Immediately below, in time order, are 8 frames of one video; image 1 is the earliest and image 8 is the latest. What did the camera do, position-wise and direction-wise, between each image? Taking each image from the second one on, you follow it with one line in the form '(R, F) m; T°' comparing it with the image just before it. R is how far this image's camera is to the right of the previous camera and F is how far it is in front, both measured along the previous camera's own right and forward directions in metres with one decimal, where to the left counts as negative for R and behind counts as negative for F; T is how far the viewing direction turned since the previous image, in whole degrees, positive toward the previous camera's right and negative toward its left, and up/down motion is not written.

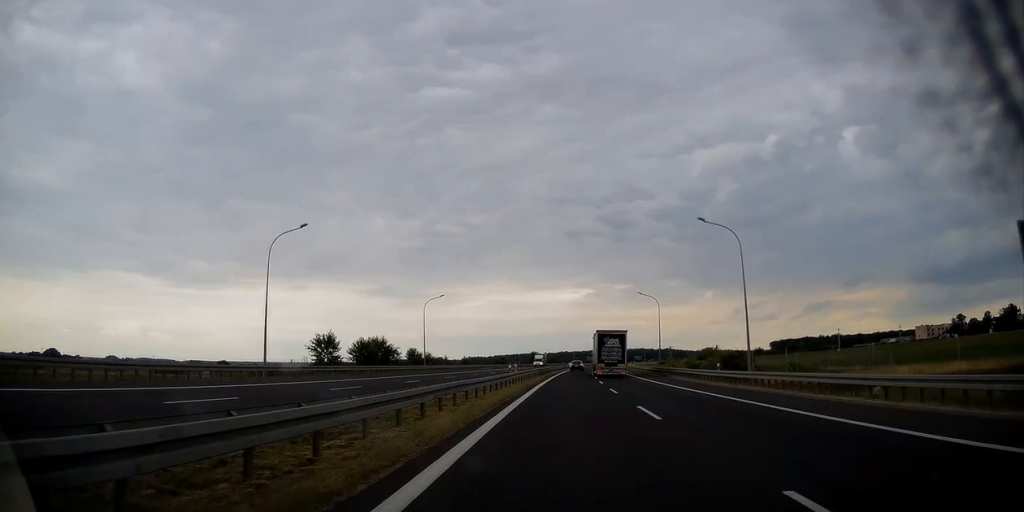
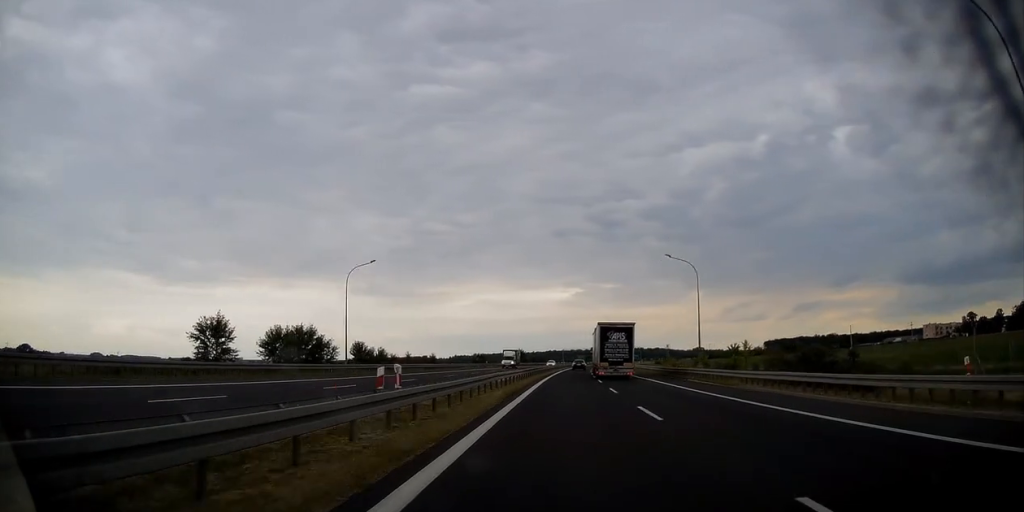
(+0.4, +24.7) m; +1°
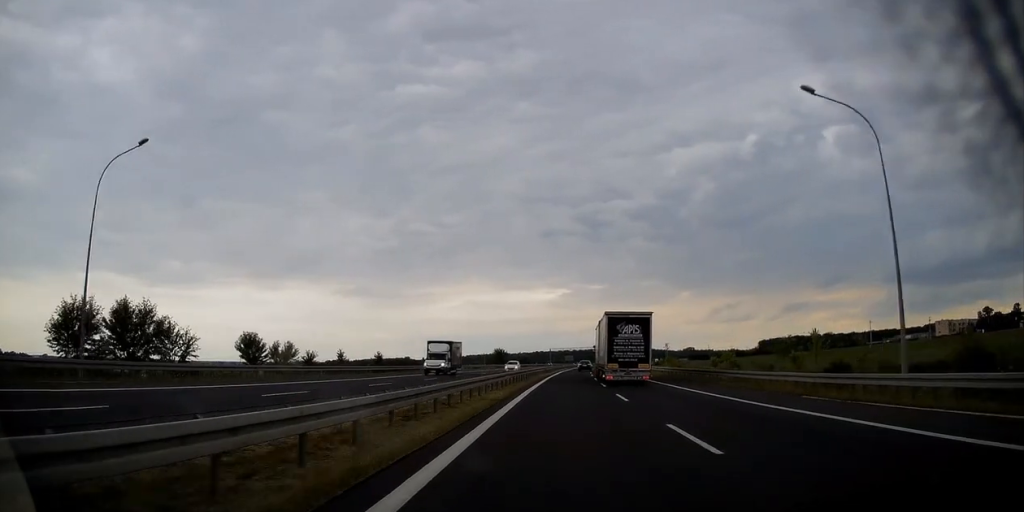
(+0.4, +30.8) m; +1°
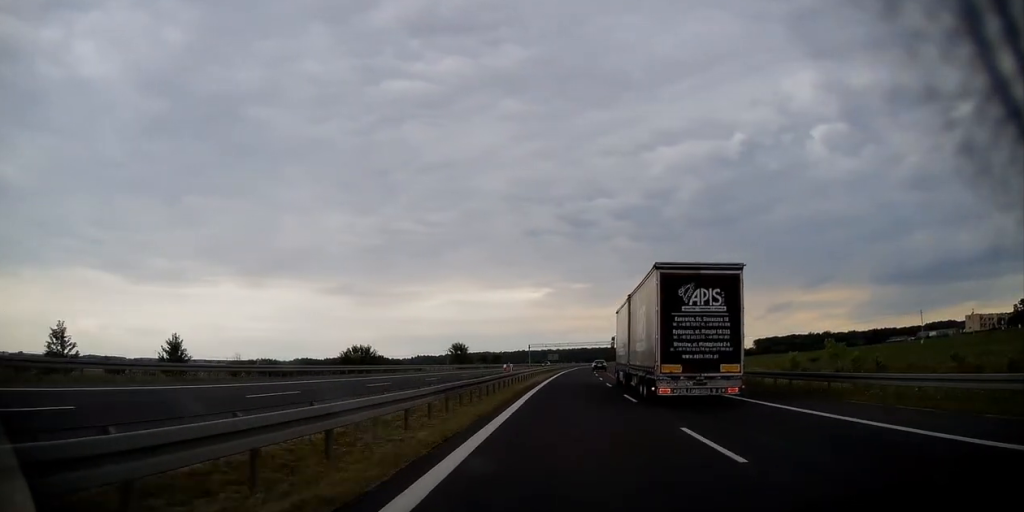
(+0.7, +49.3) m; +2°
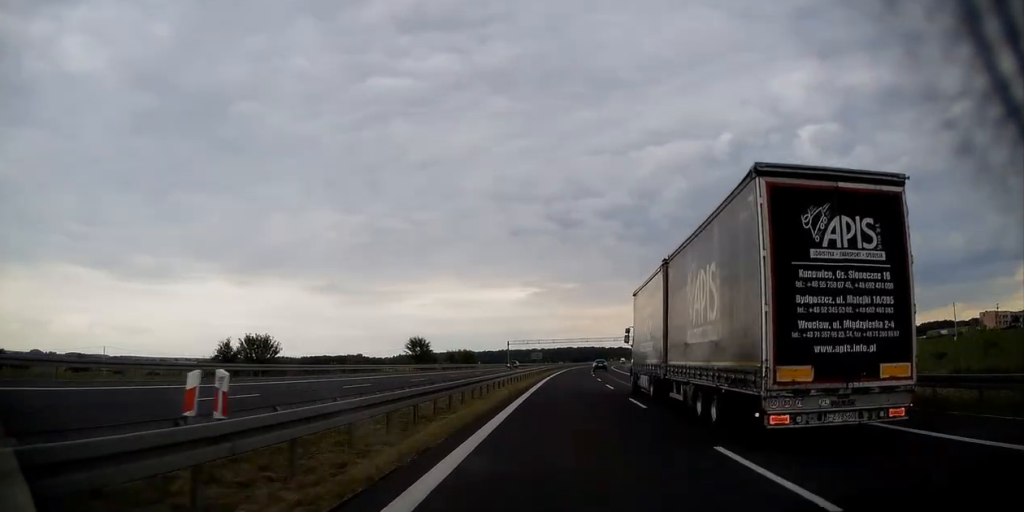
(+0.3, +27.0) m; +1°
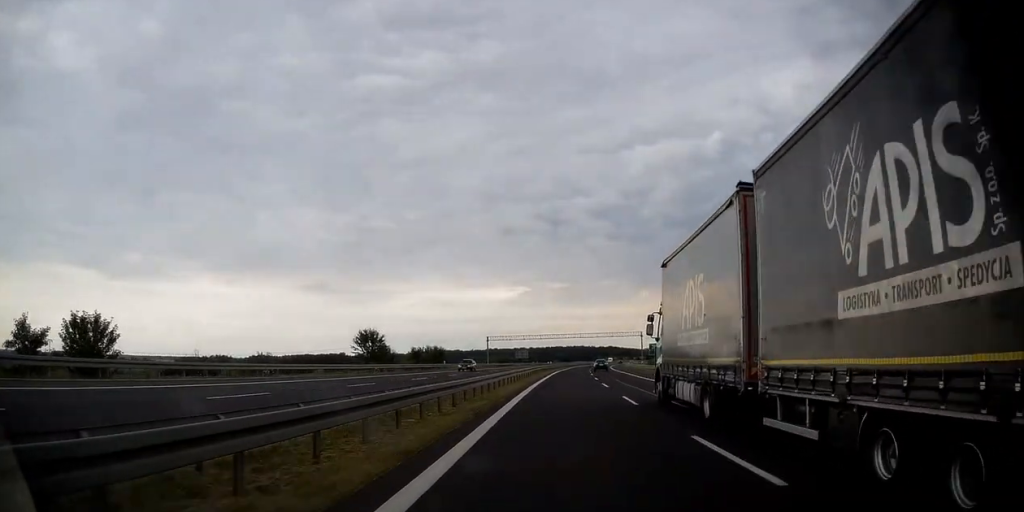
(+0.2, +23.2) m; +1°
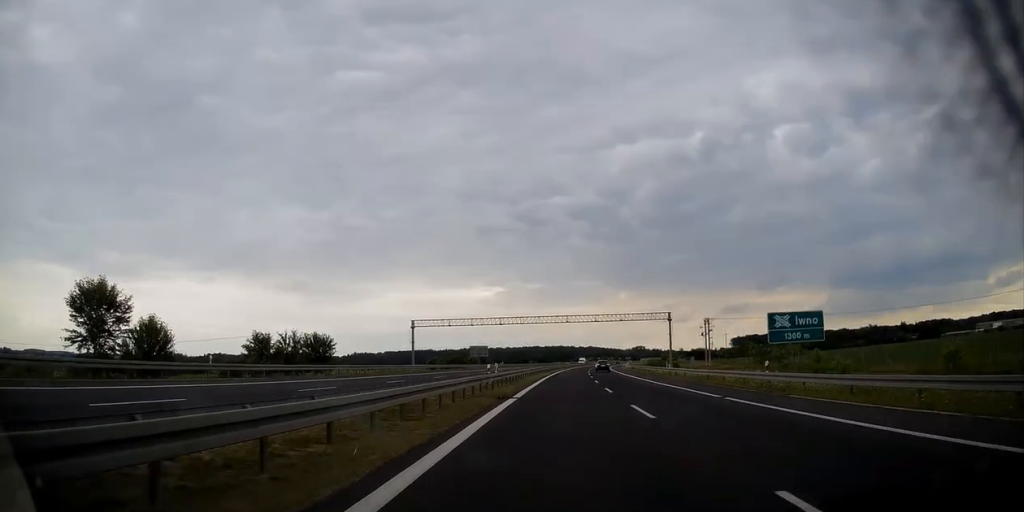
(+1.3, +53.1) m; +2°
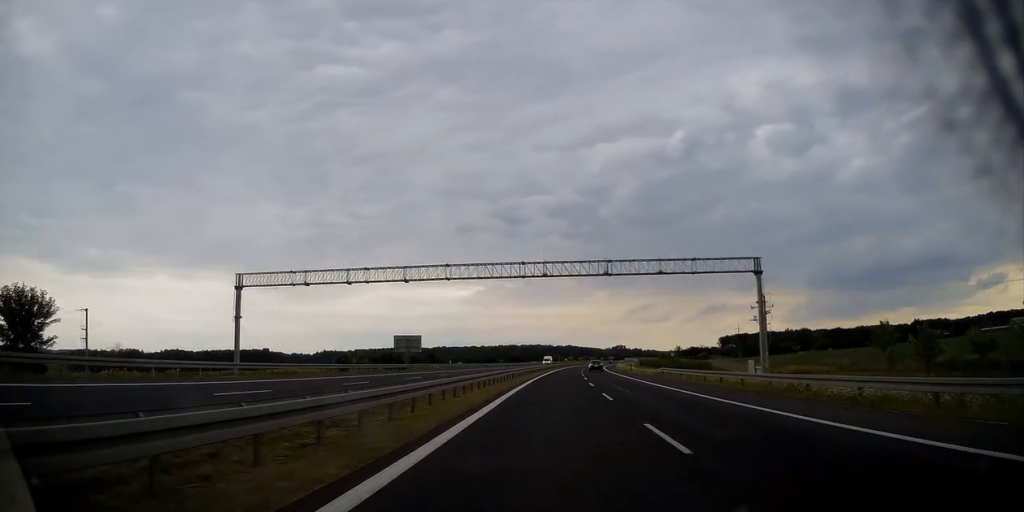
(+0.5, +41.7) m; +1°
